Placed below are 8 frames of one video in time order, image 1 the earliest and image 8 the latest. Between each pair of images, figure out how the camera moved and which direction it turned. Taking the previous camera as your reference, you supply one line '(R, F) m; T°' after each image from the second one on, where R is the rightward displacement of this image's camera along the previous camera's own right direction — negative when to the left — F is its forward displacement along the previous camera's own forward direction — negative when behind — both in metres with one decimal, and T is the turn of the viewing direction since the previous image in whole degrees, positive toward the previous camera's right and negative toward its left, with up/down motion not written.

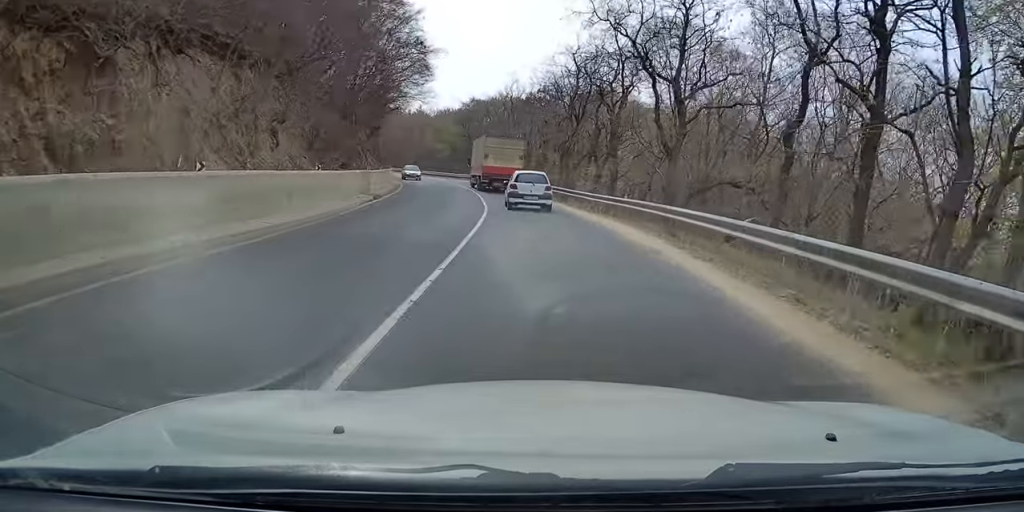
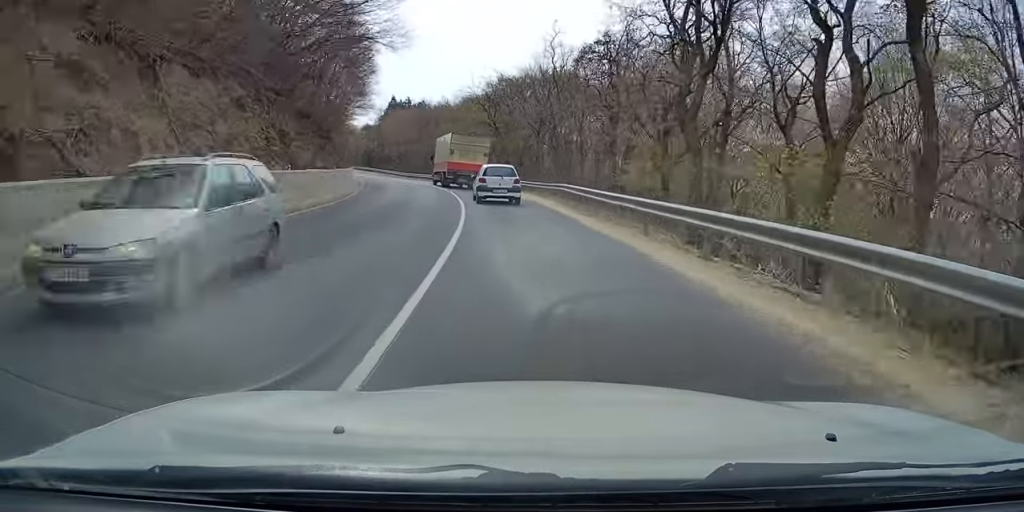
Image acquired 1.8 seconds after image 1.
(-1.1, +25.2) m; -5°
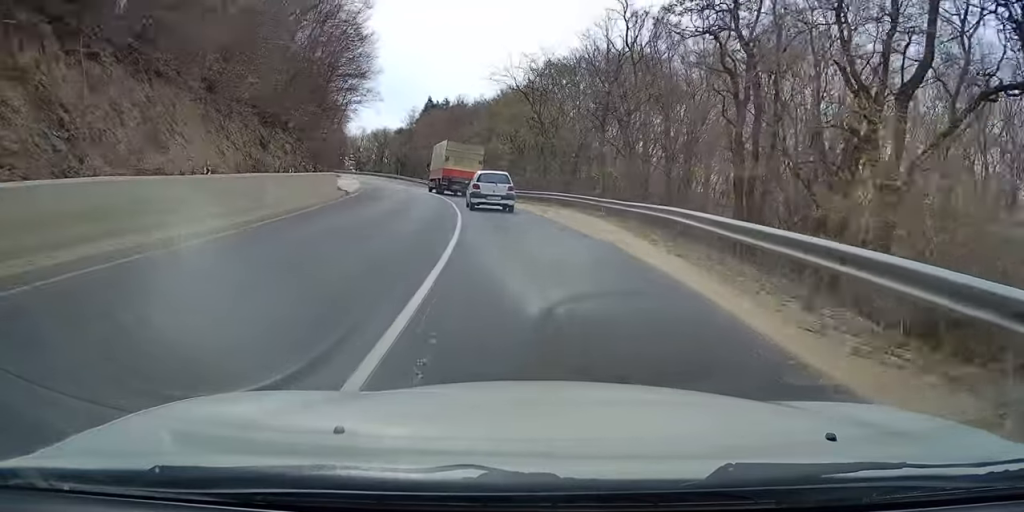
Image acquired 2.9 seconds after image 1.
(-0.5, +14.8) m; -3°
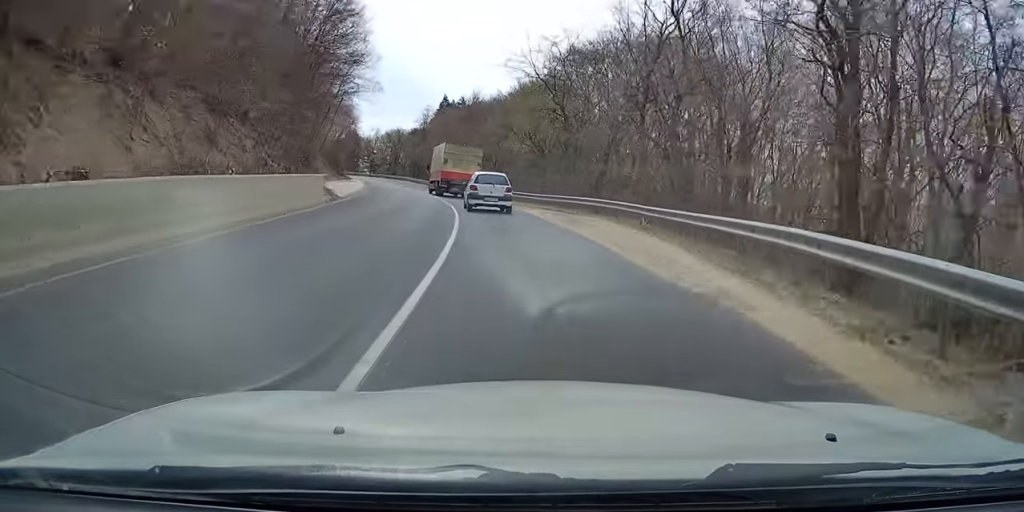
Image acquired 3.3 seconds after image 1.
(0.0, +6.1) m; -1°
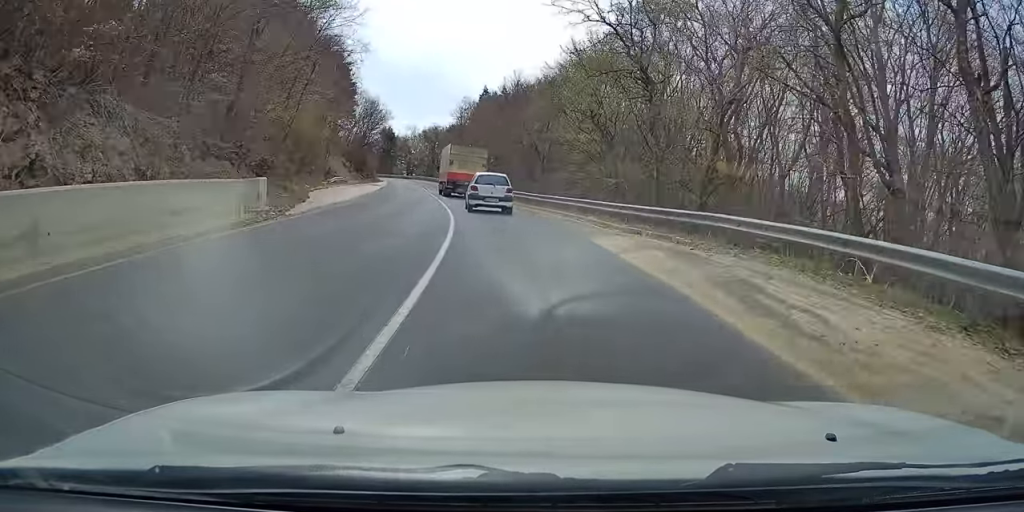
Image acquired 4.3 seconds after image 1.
(-0.2, +14.1) m; -4°
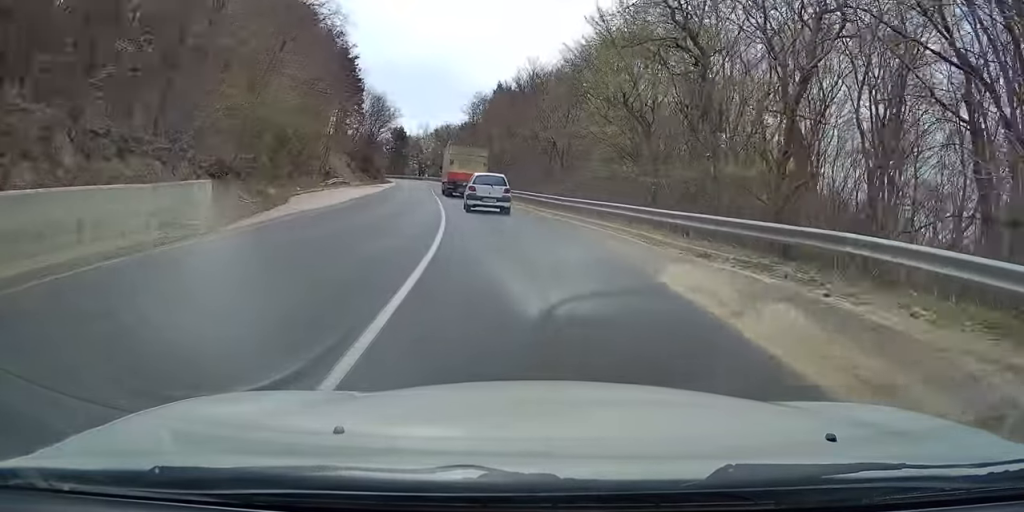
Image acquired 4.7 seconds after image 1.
(-0.1, +5.6) m; -2°
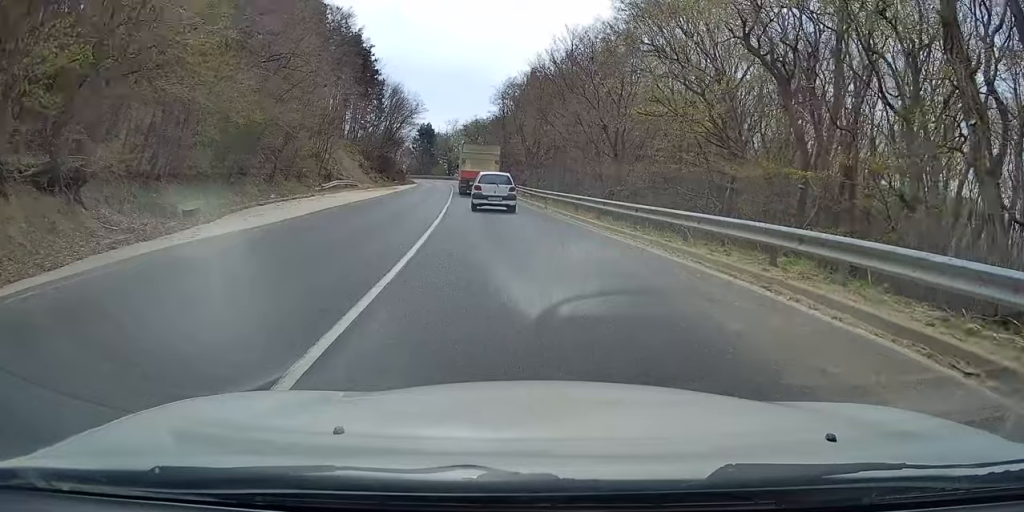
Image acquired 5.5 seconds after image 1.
(-0.5, +10.6) m; -6°
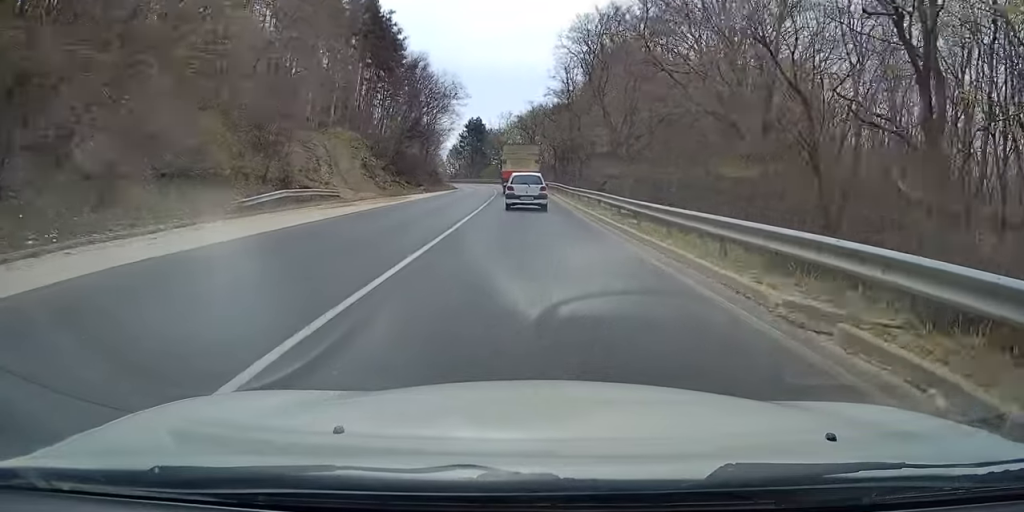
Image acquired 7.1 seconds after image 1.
(-1.3, +22.5) m; -3°
